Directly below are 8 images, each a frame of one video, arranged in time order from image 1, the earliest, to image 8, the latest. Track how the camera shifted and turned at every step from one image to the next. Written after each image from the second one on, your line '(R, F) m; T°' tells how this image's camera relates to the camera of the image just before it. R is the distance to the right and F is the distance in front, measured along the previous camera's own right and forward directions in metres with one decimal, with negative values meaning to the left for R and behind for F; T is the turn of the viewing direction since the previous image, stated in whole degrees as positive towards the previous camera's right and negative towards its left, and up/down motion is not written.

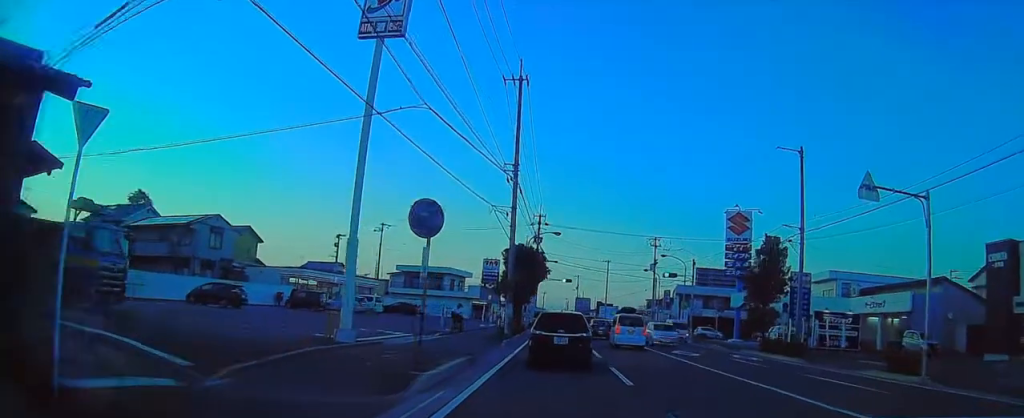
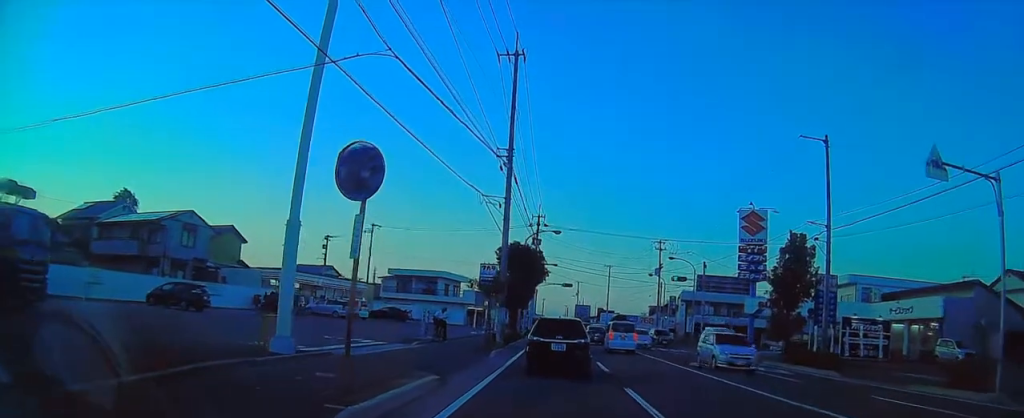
(0.0, +3.6) m; 0°
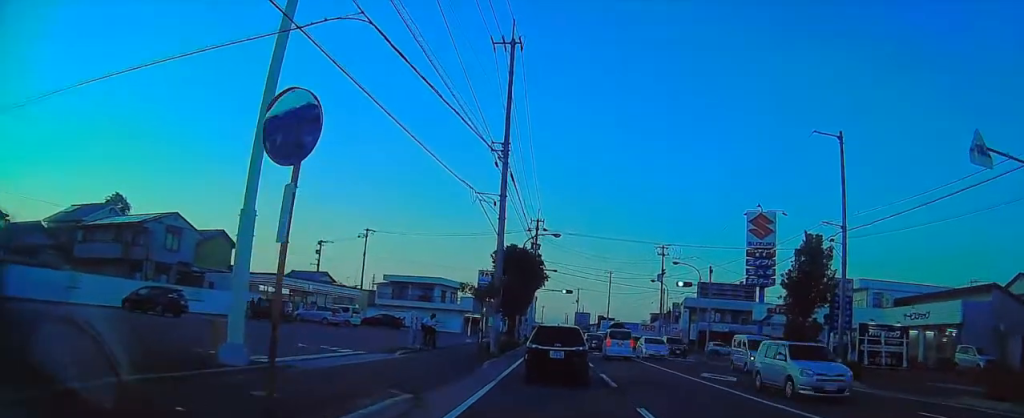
(0.0, +1.8) m; 0°
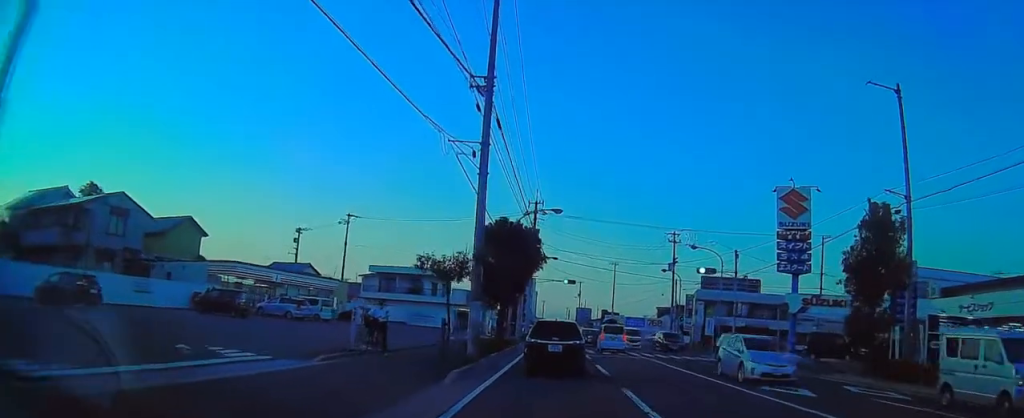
(0.0, +6.0) m; 0°
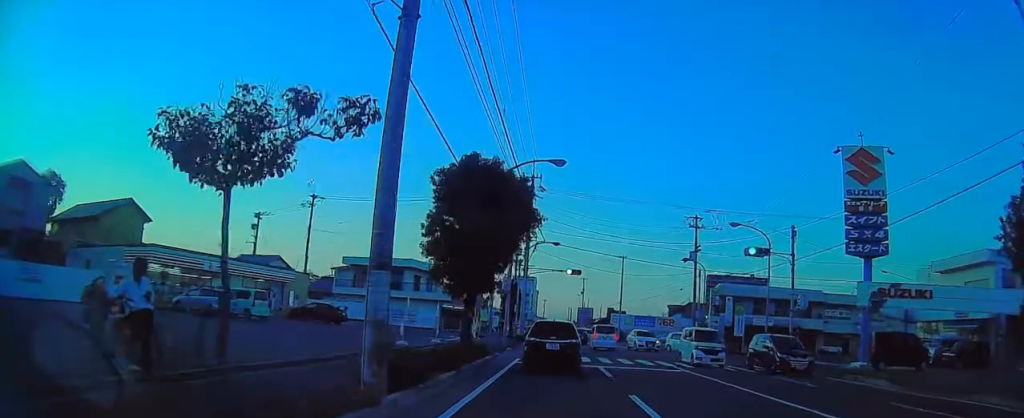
(0.0, +9.4) m; +1°
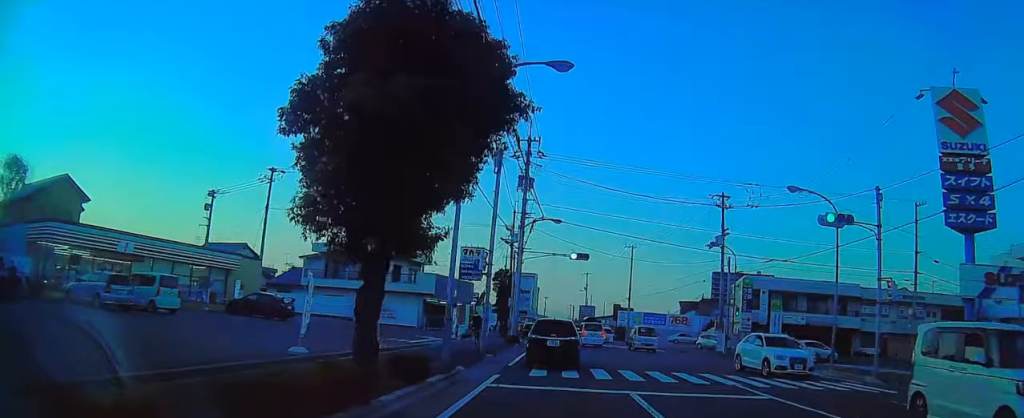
(+0.1, +9.2) m; +1°
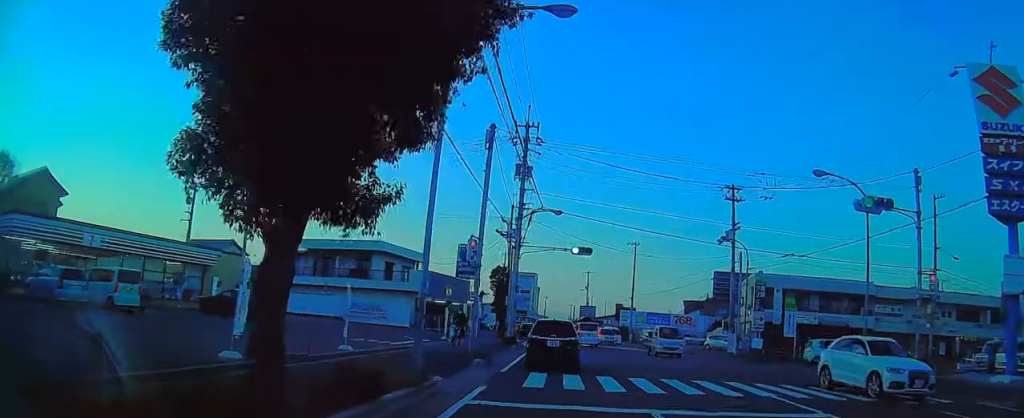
(0.0, +3.0) m; 0°
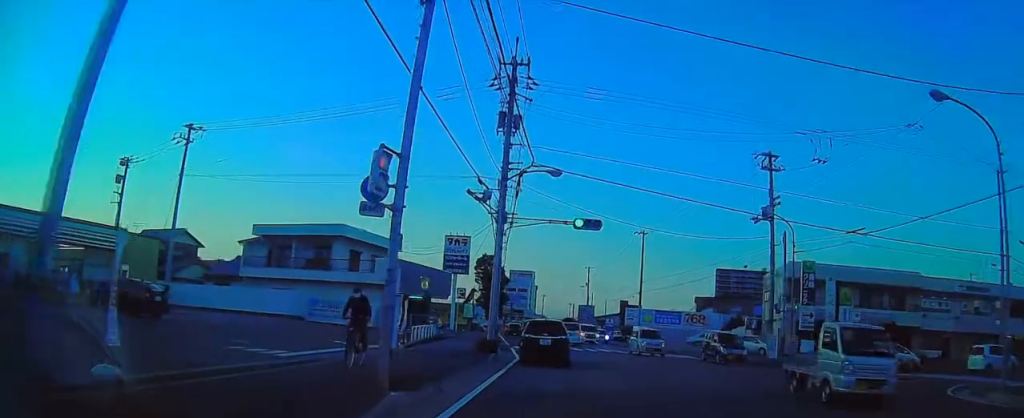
(0.0, +9.4) m; 0°
